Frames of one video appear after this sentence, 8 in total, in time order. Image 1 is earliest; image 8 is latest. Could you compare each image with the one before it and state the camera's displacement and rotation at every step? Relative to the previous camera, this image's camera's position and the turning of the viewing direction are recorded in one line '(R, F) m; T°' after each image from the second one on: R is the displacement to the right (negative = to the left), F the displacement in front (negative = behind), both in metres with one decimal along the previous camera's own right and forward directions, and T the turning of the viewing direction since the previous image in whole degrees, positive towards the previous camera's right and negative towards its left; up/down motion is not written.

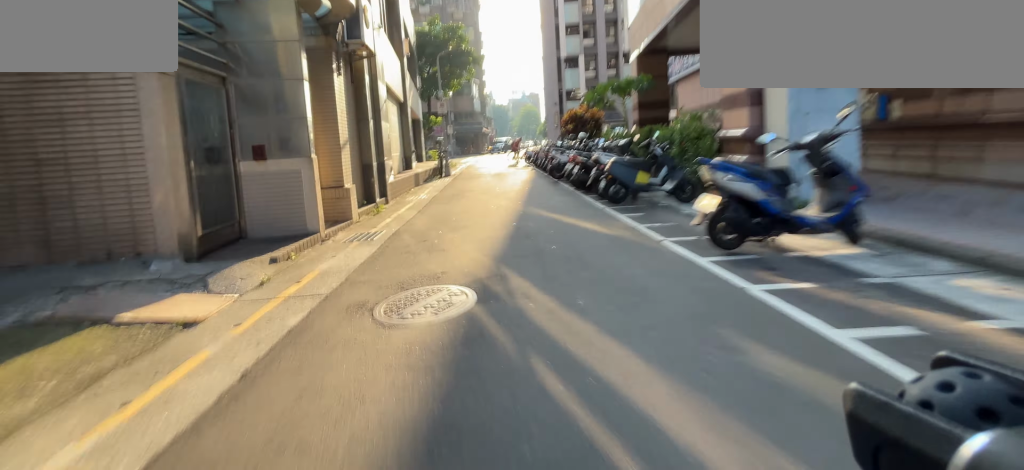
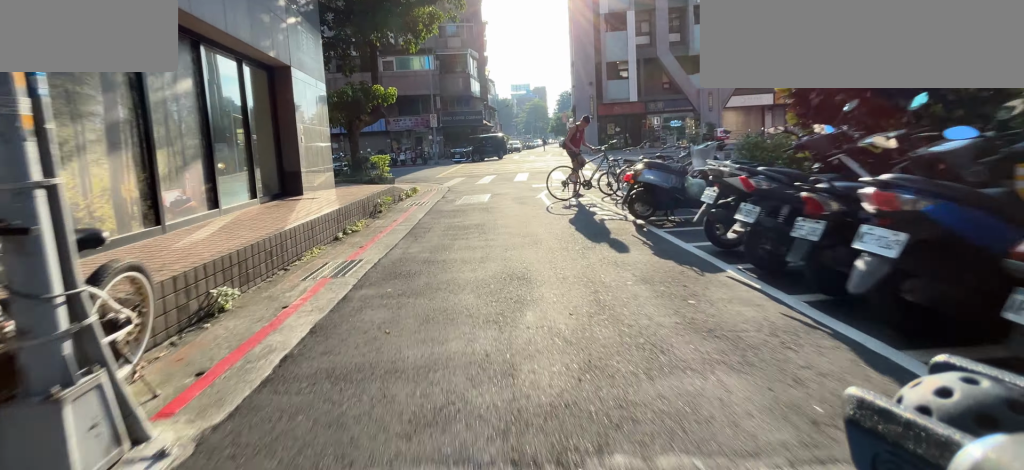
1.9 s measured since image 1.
(-1.5, +16.2) m; -5°
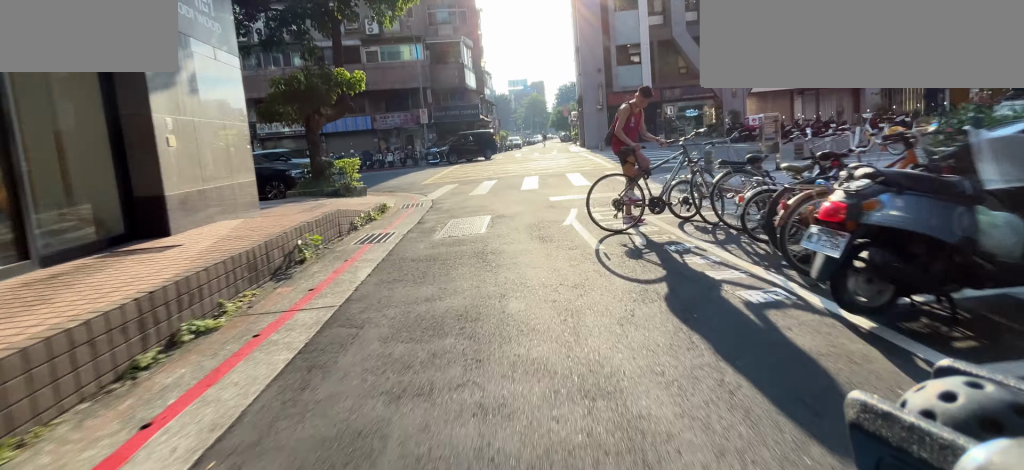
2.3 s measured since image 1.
(+0.1, +3.5) m; +2°
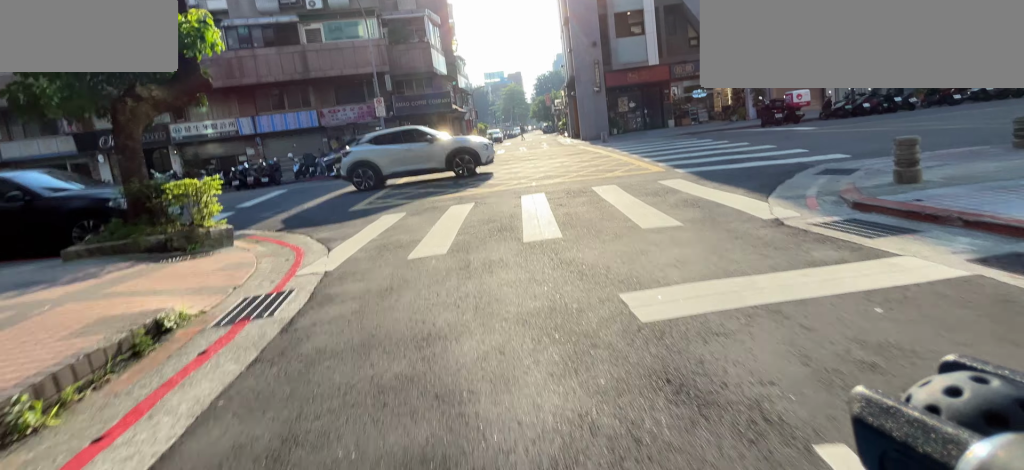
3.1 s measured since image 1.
(+0.2, +6.1) m; +4°
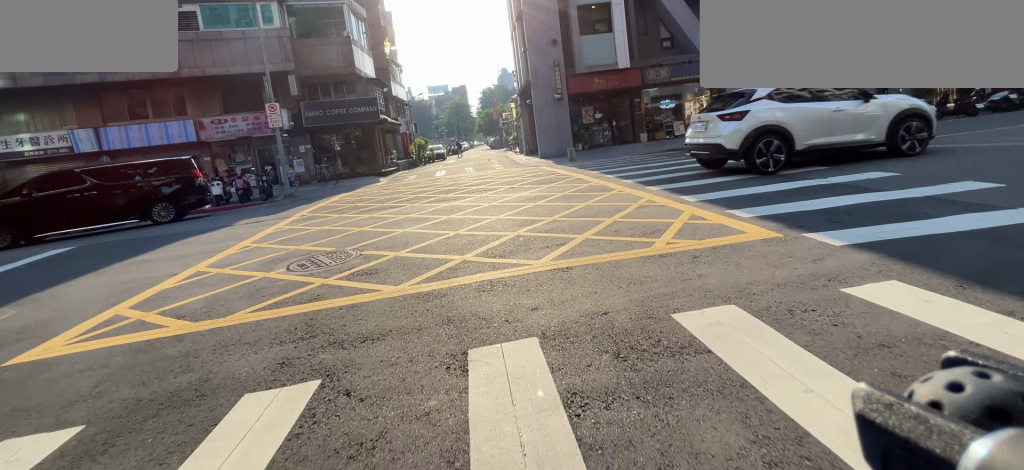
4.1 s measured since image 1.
(+0.3, +6.3) m; +4°
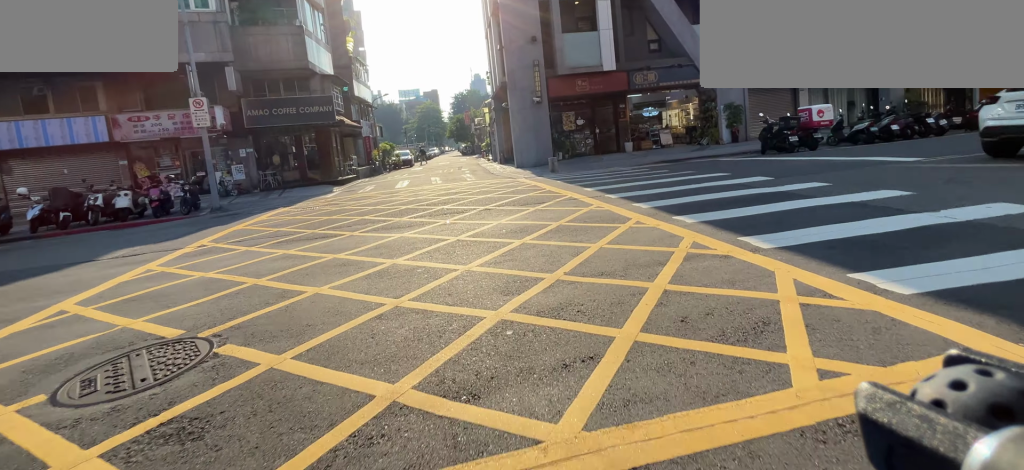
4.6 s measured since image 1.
(0.0, +2.8) m; +1°
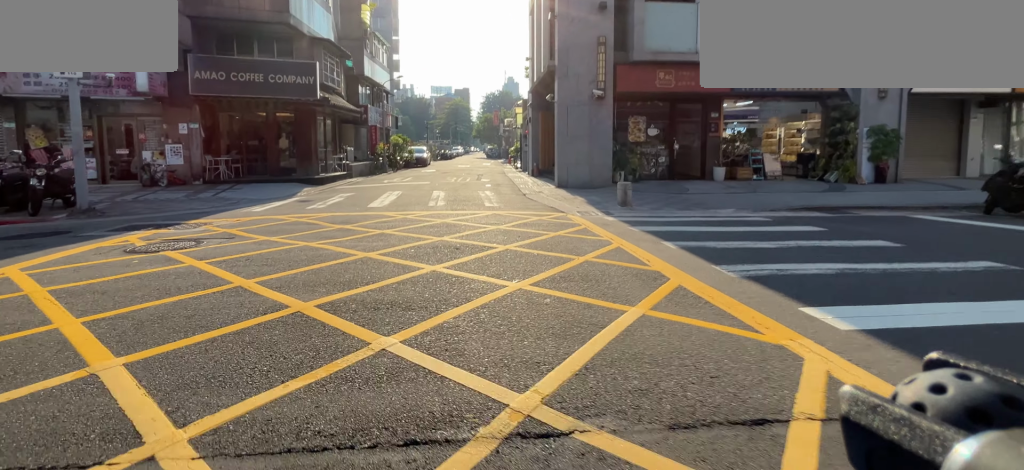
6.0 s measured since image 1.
(+0.1, +6.7) m; -1°
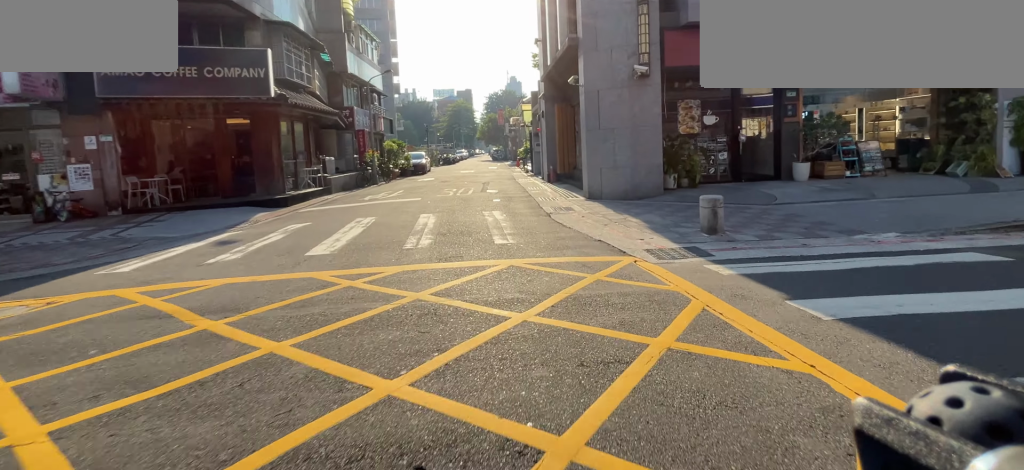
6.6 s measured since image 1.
(-0.1, +3.3) m; -2°
